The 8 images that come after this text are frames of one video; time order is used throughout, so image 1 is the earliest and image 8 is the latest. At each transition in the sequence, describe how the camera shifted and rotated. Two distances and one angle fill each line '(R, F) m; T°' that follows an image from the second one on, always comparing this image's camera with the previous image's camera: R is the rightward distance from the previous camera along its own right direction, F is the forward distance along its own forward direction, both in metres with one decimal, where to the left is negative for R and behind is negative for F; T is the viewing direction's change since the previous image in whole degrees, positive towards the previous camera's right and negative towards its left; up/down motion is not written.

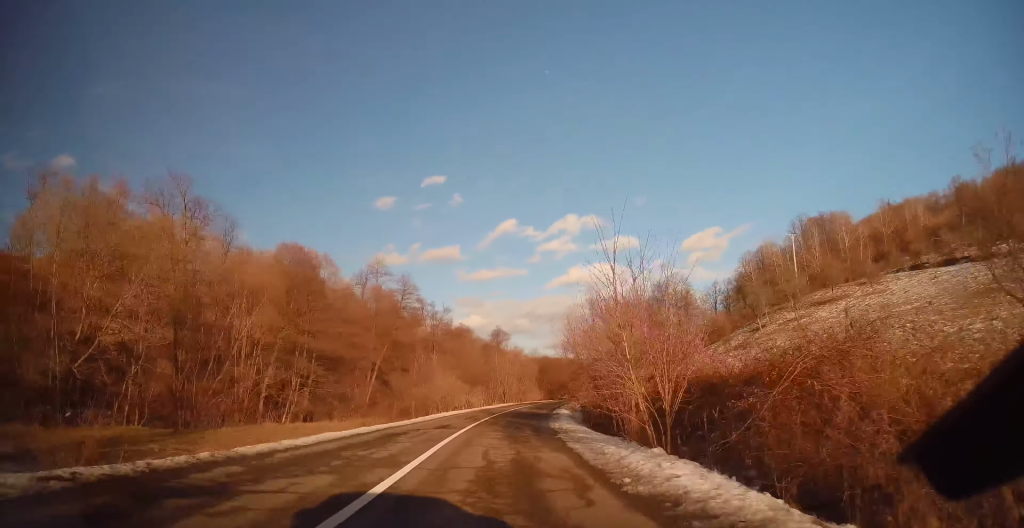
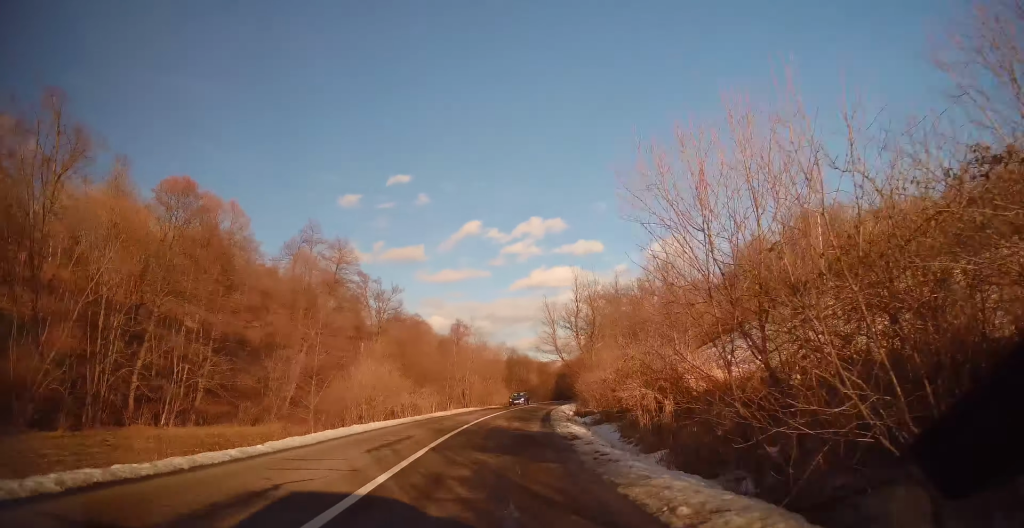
(+0.5, +16.8) m; +4°
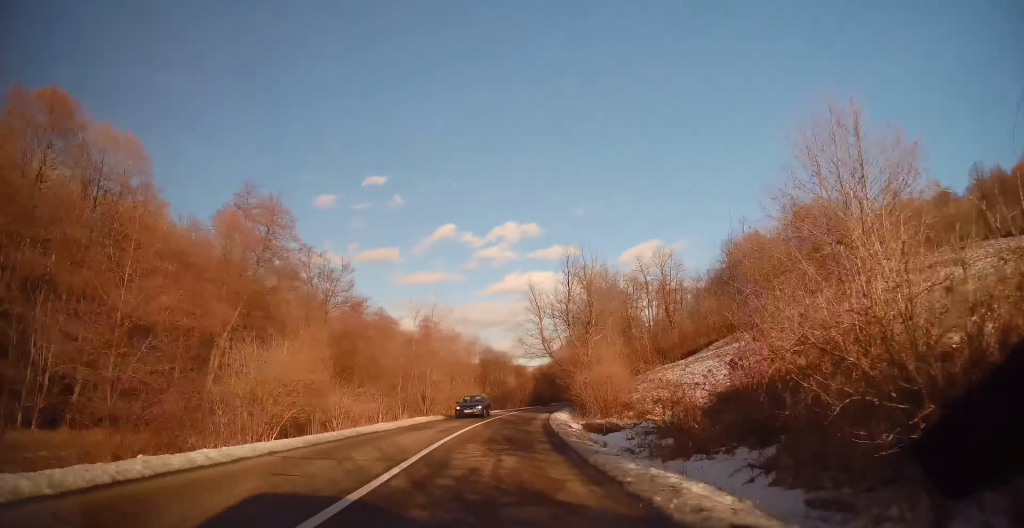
(0.0, +13.2) m; +3°
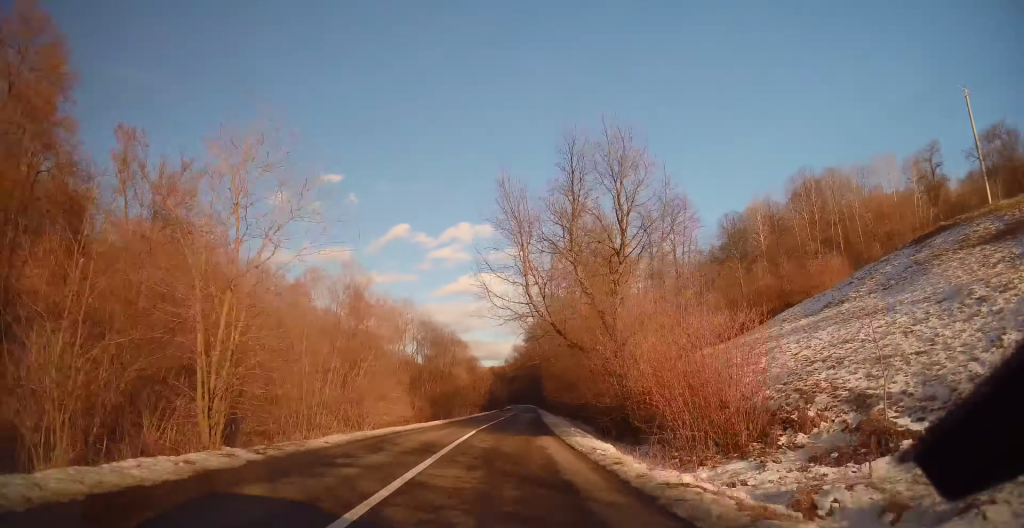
(+1.5, +25.9) m; +5°
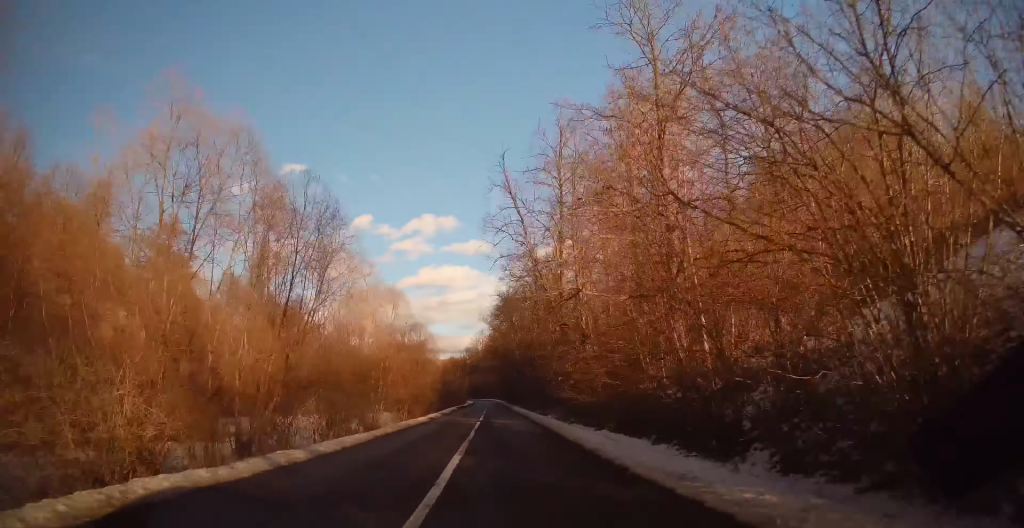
(+0.7, +30.1) m; +2°
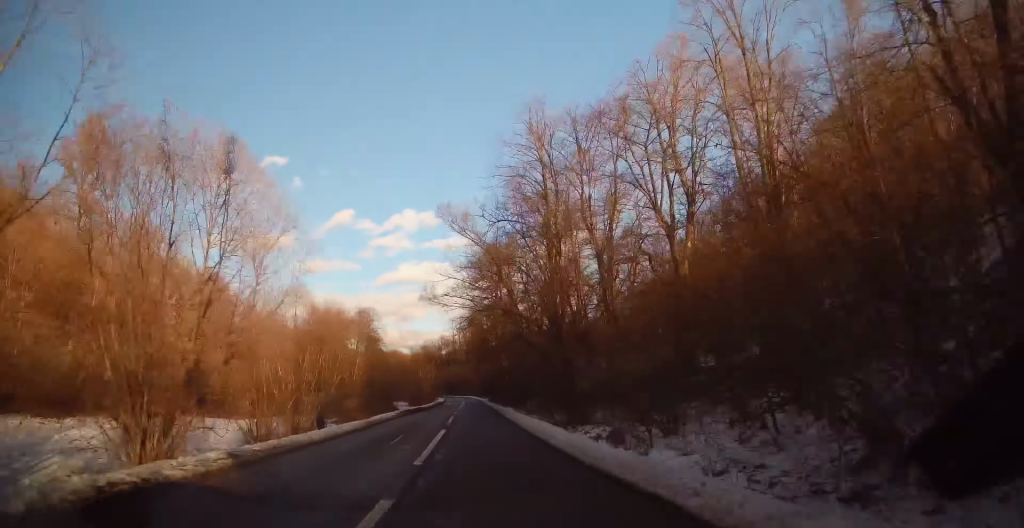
(+0.7, +34.3) m; +2°
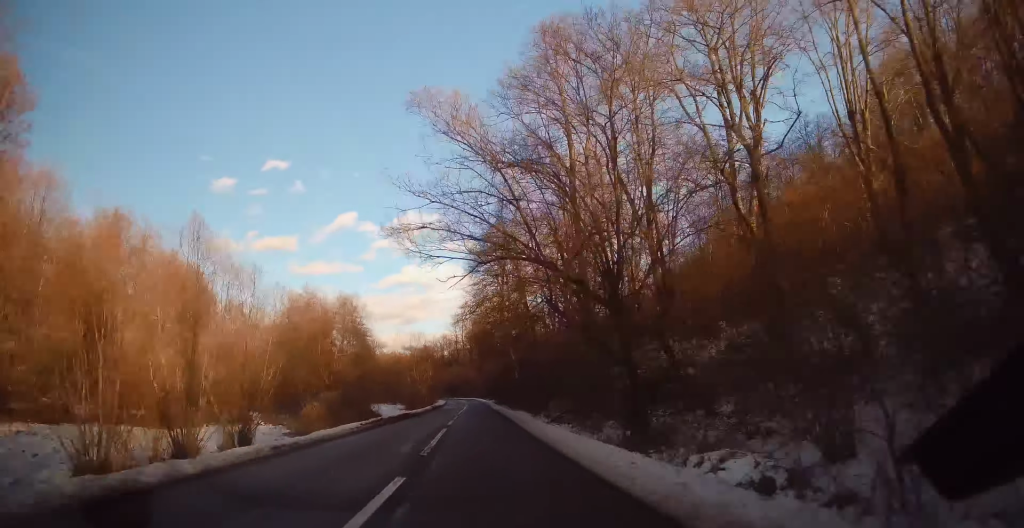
(0.0, +11.4) m; -1°
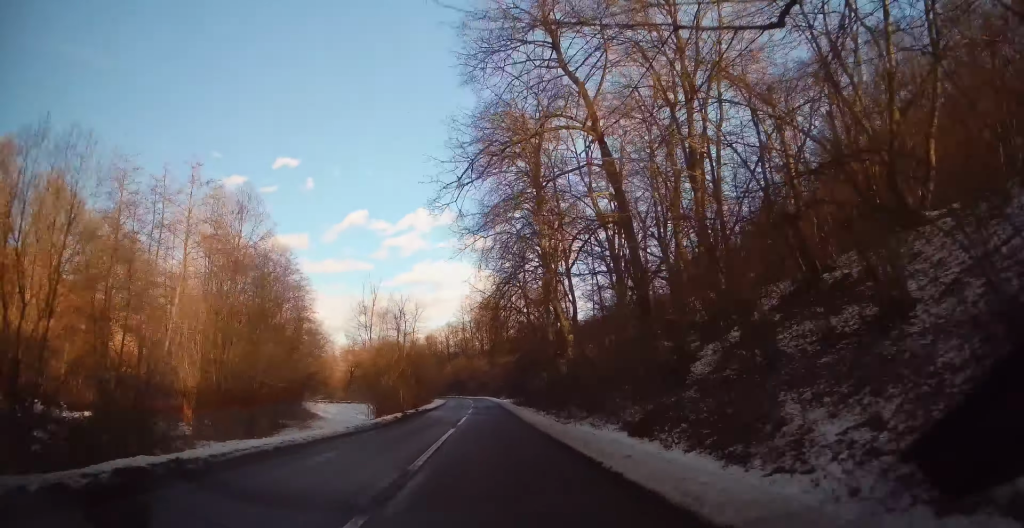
(-0.6, +30.1) m; 0°
